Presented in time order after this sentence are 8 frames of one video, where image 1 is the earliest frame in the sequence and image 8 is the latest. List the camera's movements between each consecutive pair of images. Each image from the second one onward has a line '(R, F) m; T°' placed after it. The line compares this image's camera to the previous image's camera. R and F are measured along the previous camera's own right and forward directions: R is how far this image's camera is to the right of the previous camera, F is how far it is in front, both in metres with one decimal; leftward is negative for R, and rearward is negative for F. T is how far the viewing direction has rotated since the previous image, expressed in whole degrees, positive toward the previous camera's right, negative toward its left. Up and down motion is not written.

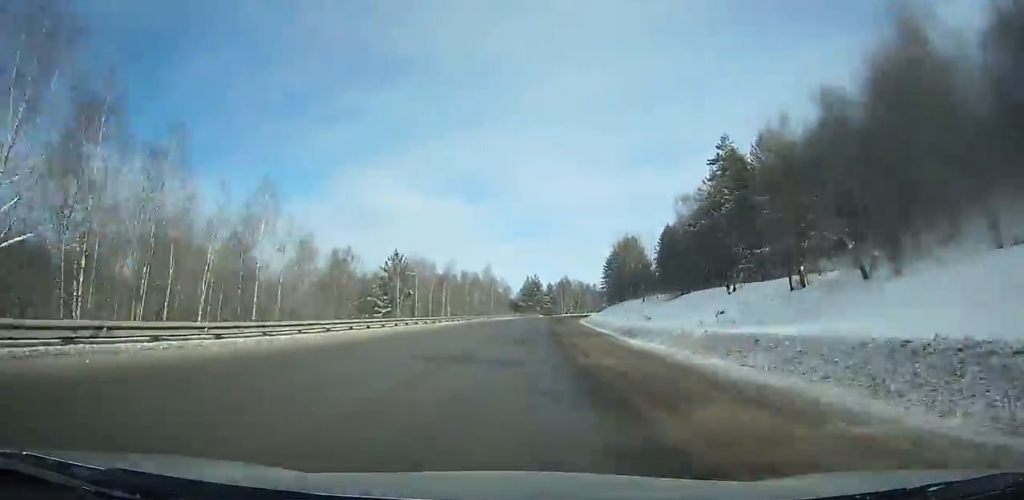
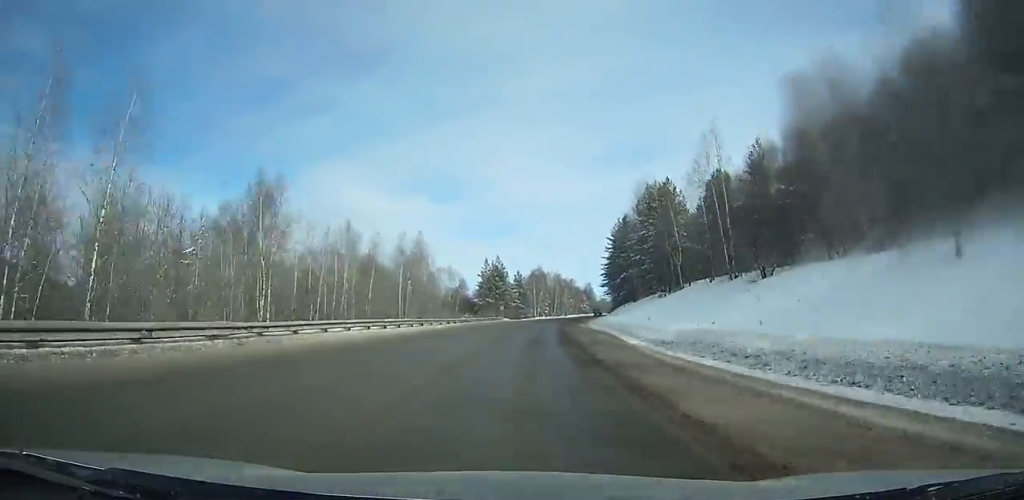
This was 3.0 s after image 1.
(+1.7, +66.4) m; +3°
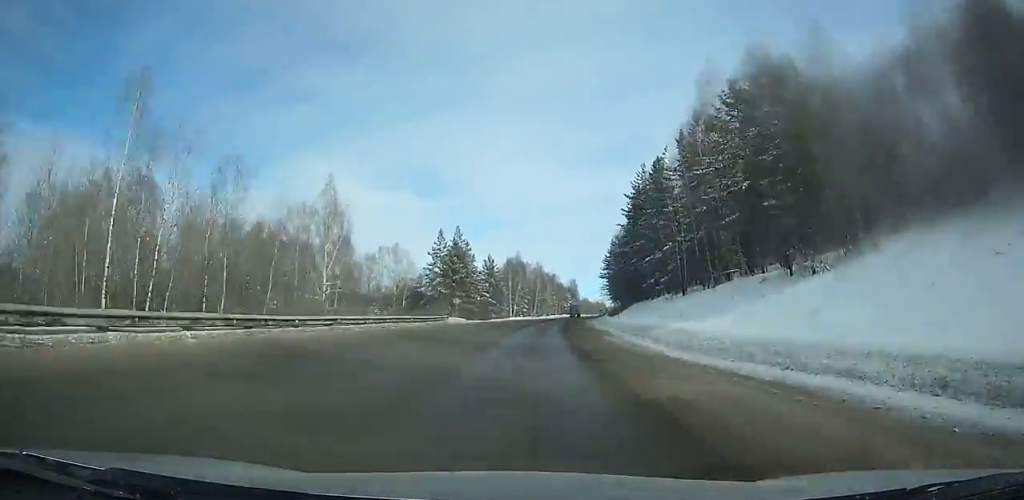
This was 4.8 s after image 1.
(+0.4, +39.6) m; +2°
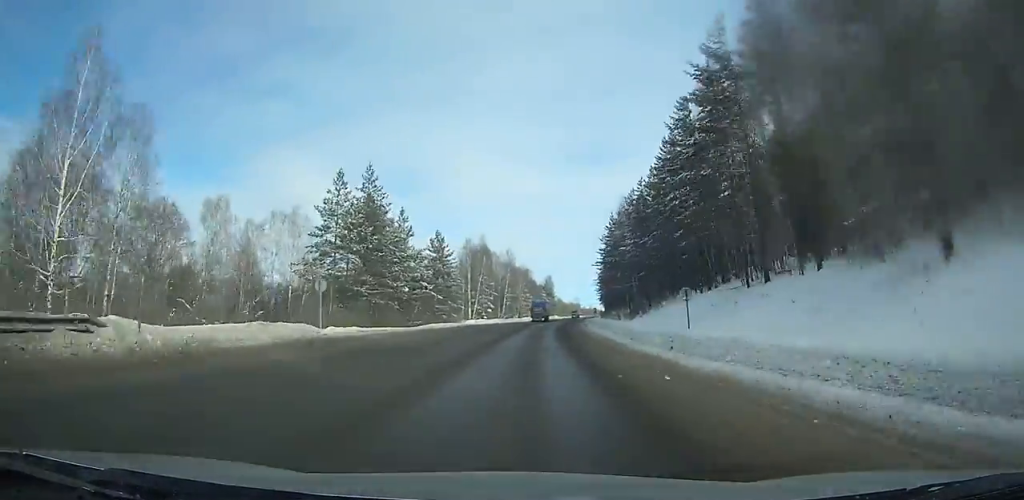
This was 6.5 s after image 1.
(+1.0, +37.2) m; +2°
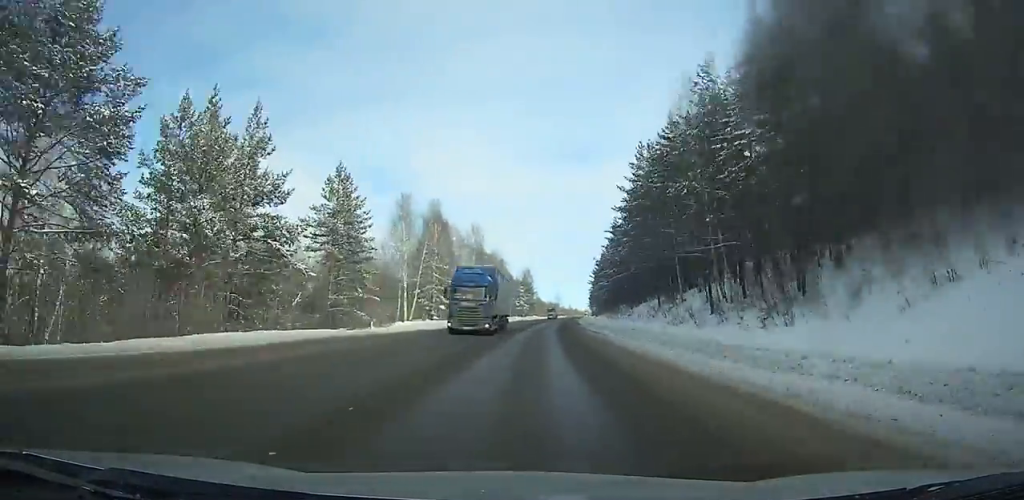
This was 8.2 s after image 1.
(+0.7, +37.1) m; +2°
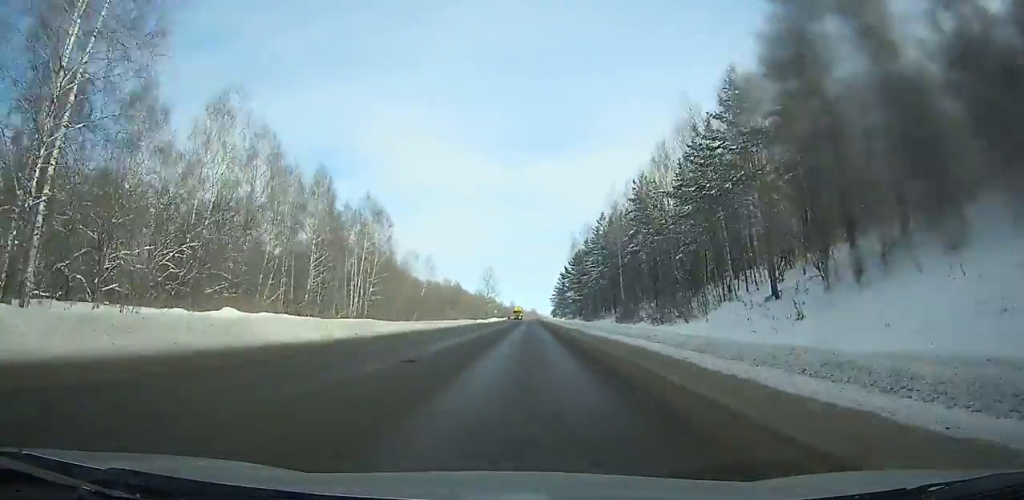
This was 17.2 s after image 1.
(+14.1, +196.5) m; +6°
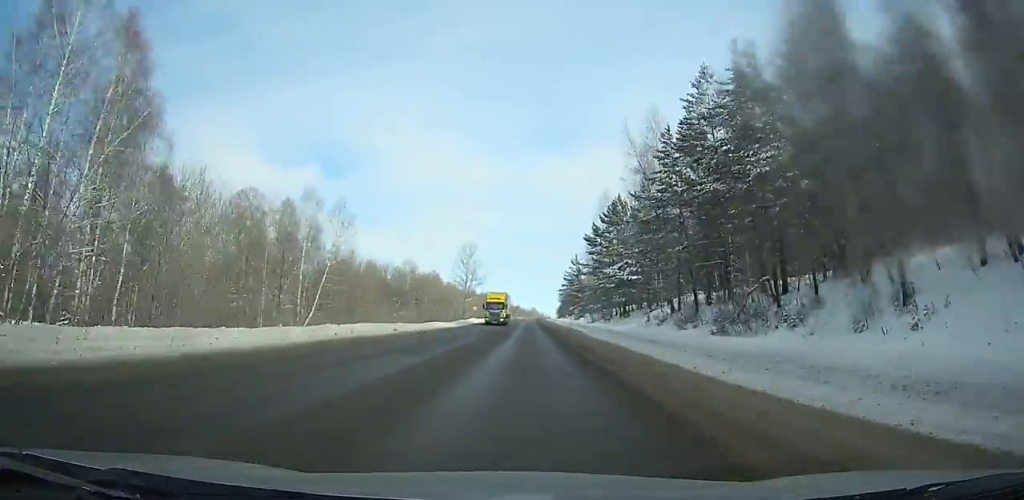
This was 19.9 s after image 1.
(+0.4, +58.7) m; 0°
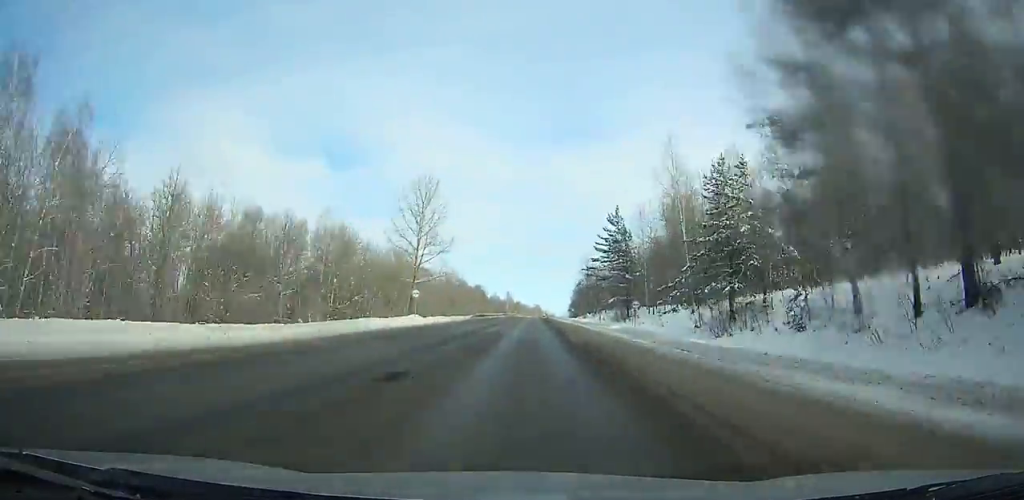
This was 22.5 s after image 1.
(0.0, +56.1) m; 0°
